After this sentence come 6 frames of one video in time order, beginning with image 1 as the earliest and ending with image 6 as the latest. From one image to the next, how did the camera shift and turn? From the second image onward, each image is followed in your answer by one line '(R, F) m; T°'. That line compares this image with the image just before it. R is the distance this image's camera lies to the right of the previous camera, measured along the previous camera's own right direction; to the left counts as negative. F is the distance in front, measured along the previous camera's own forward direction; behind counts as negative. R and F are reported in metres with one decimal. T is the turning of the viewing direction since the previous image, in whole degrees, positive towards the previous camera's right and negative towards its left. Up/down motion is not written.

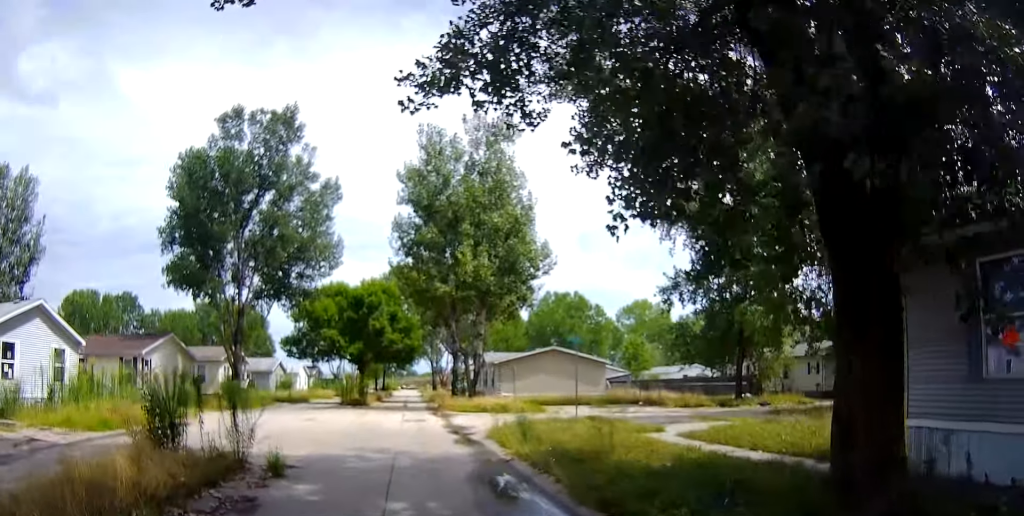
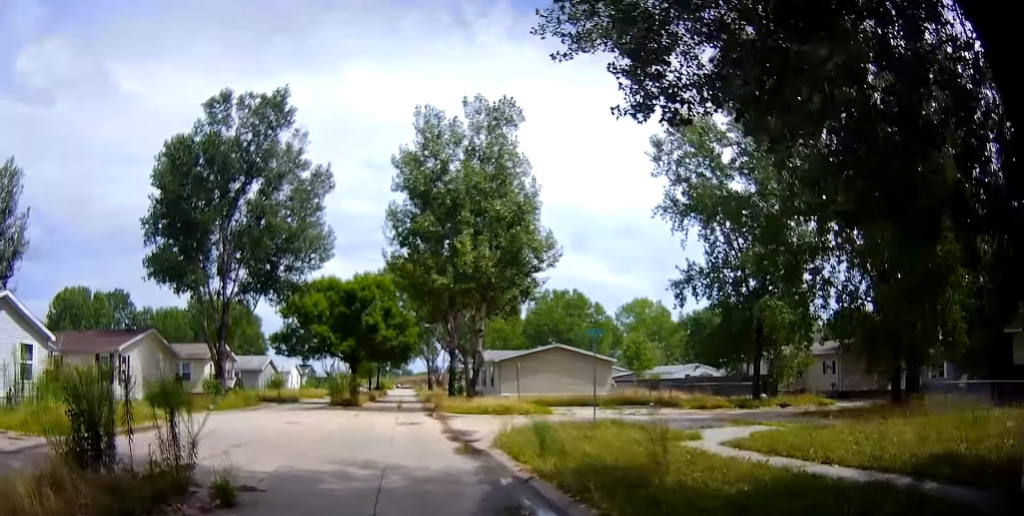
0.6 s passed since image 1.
(-0.2, +2.5) m; -7°
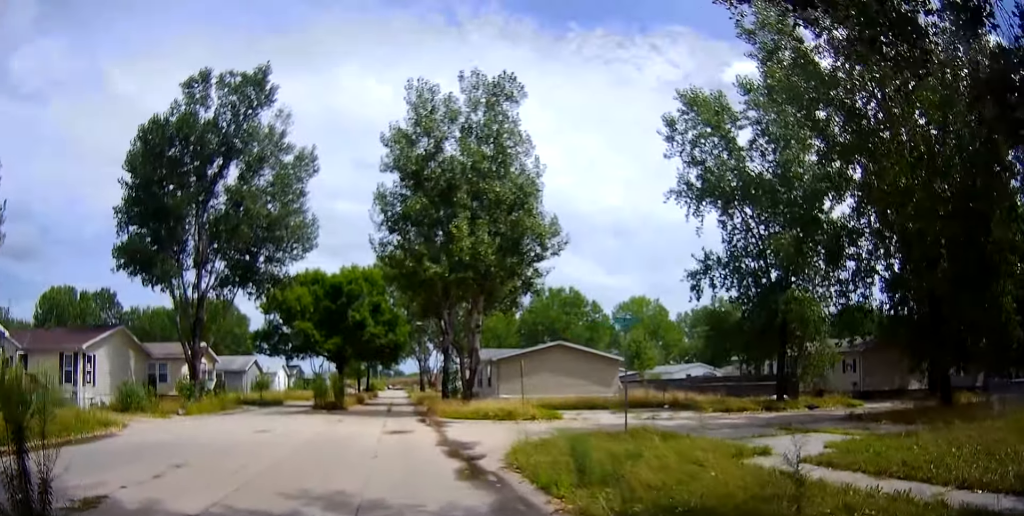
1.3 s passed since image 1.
(-0.2, +3.3) m; -5°
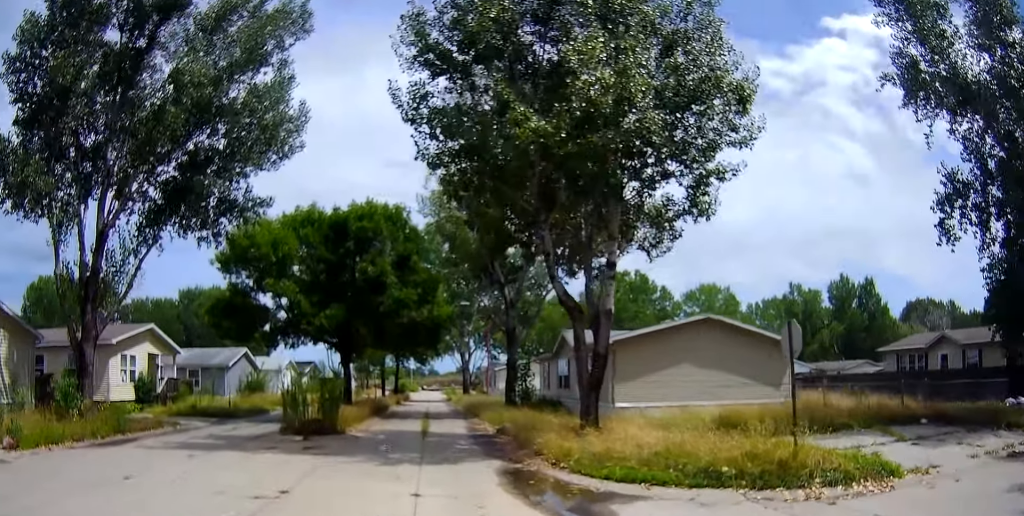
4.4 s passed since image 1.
(+1.0, +16.0) m; +6°
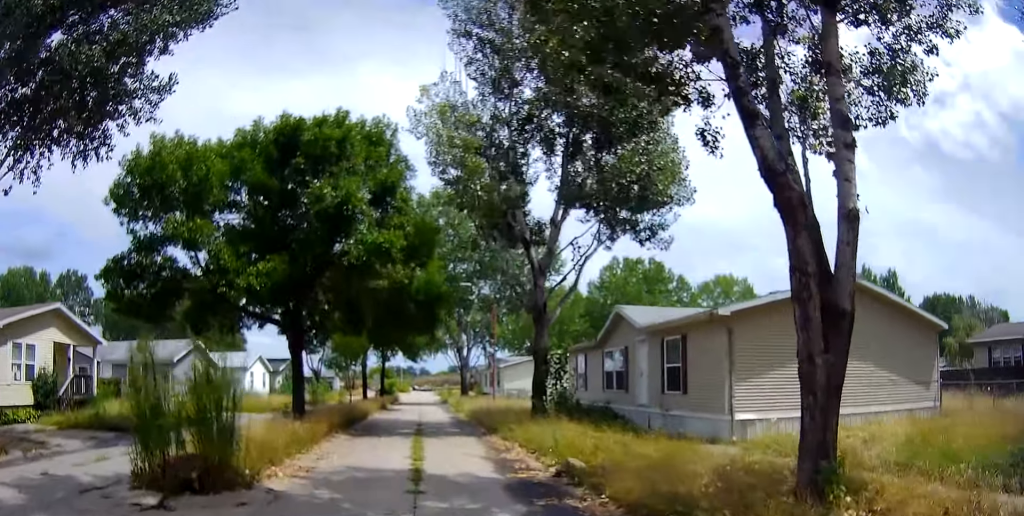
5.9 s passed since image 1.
(0.0, +9.4) m; 0°
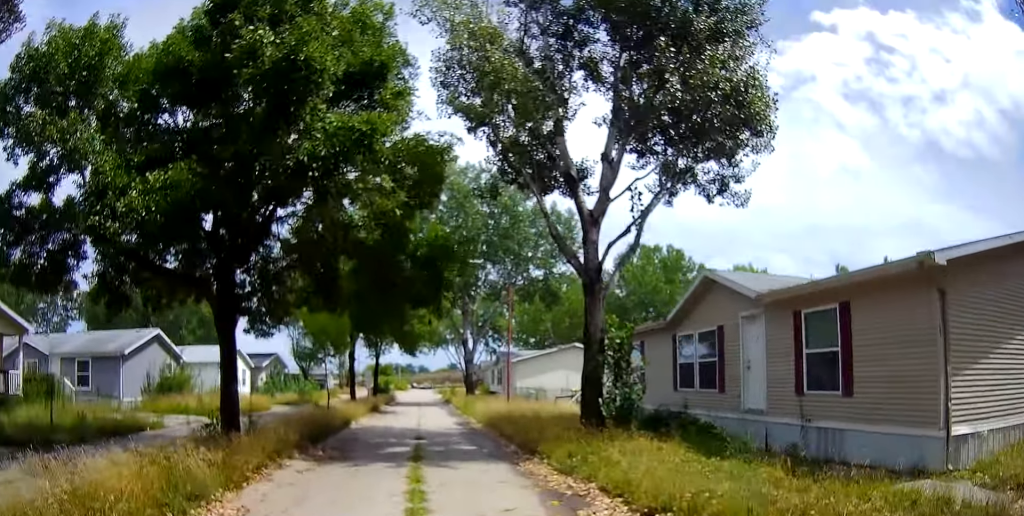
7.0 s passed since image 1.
(0.0, +6.8) m; 0°
